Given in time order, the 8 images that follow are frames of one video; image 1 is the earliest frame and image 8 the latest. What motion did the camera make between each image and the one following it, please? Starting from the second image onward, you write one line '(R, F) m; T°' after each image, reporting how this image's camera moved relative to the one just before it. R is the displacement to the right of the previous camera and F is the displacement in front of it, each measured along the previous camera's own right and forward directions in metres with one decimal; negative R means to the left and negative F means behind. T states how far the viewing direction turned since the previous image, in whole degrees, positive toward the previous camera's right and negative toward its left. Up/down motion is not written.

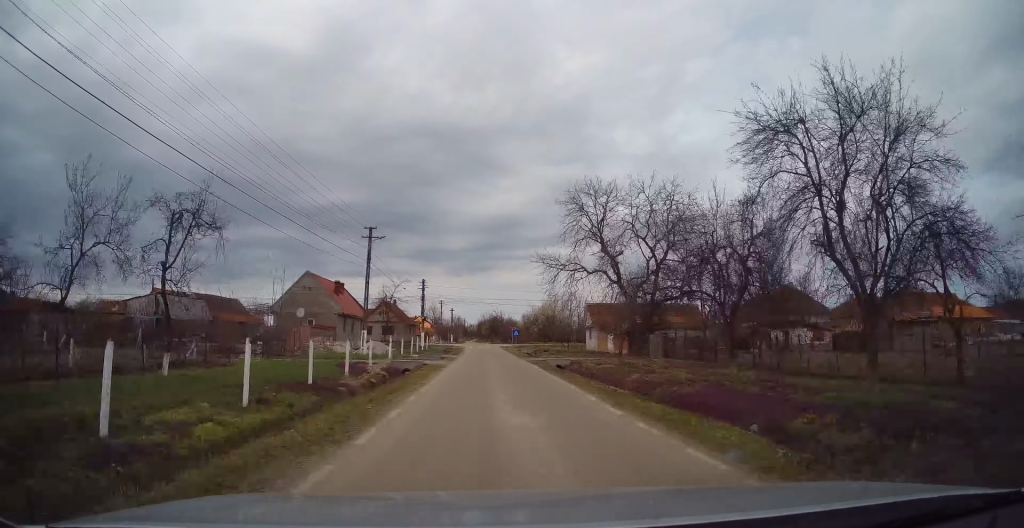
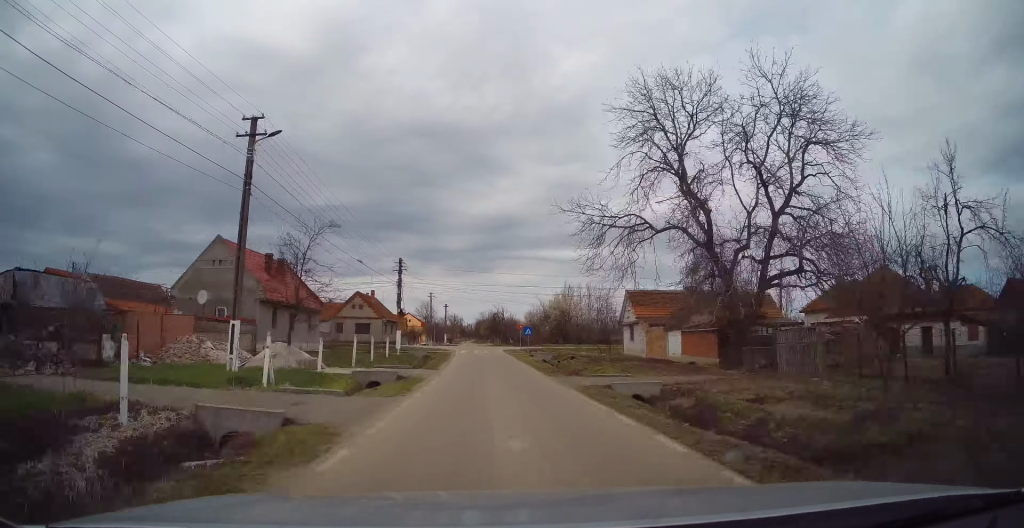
(0.0, +18.3) m; -1°
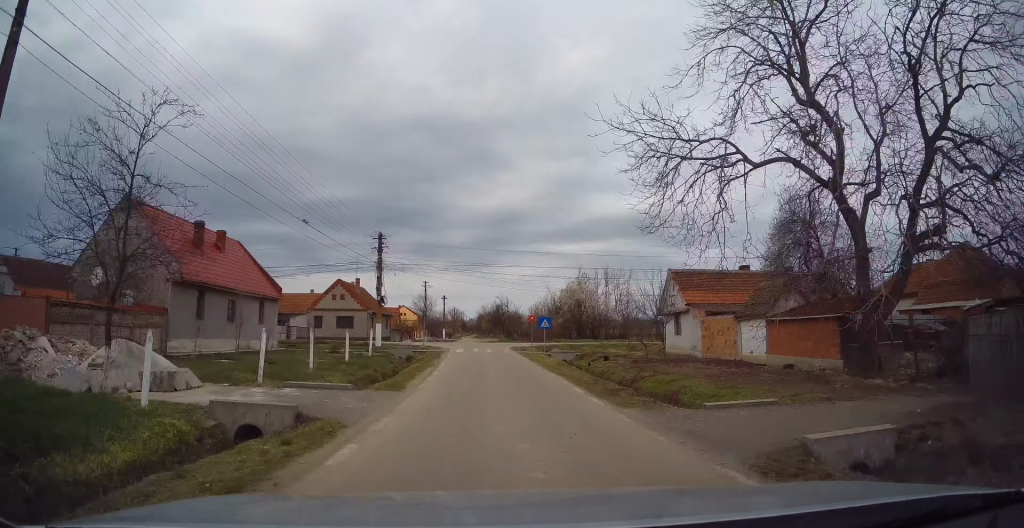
(-0.1, +9.8) m; 0°
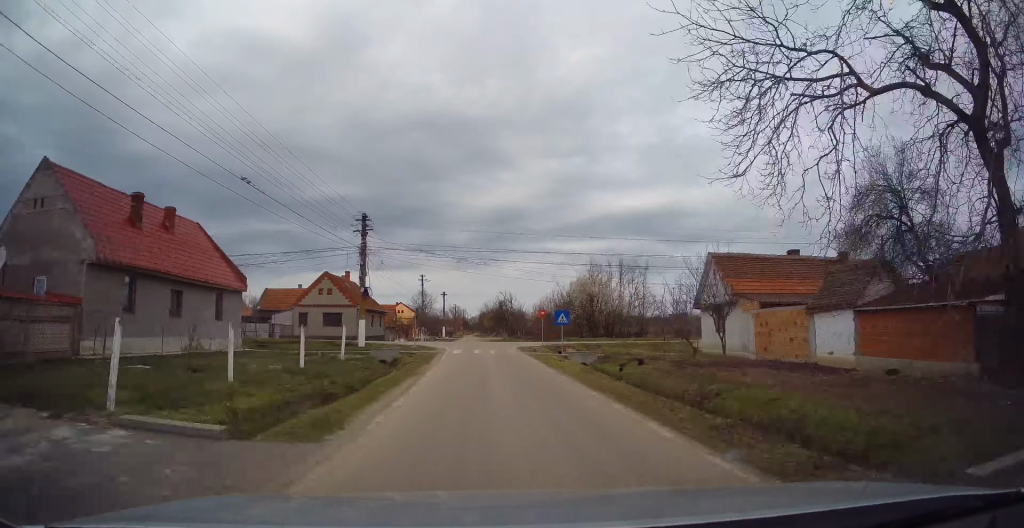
(-0.1, +6.0) m; 0°
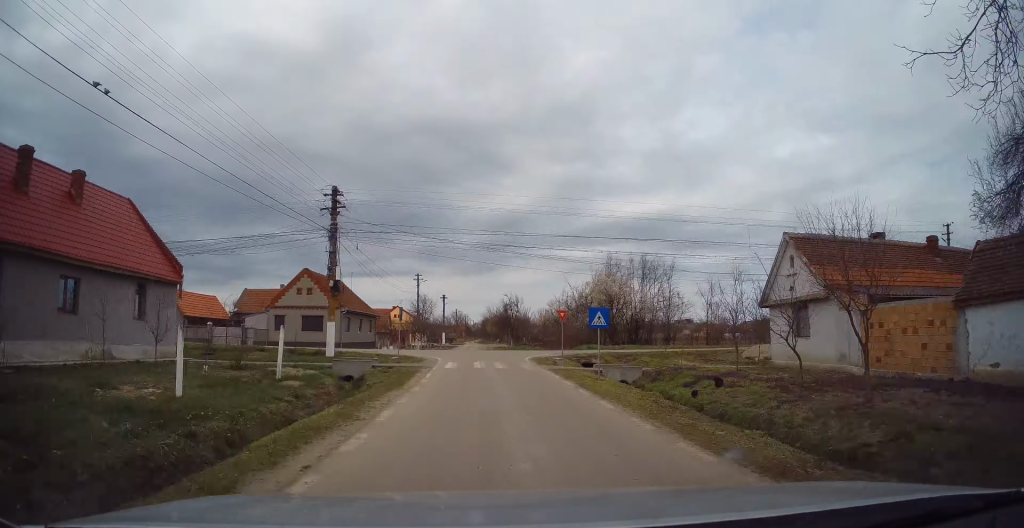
(+0.1, +7.1) m; 0°
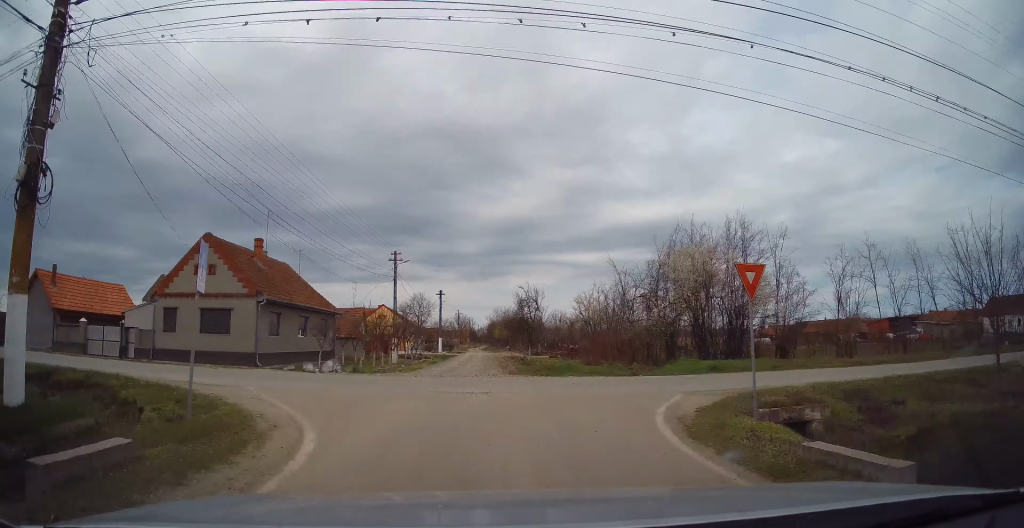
(-0.5, +18.8) m; -2°
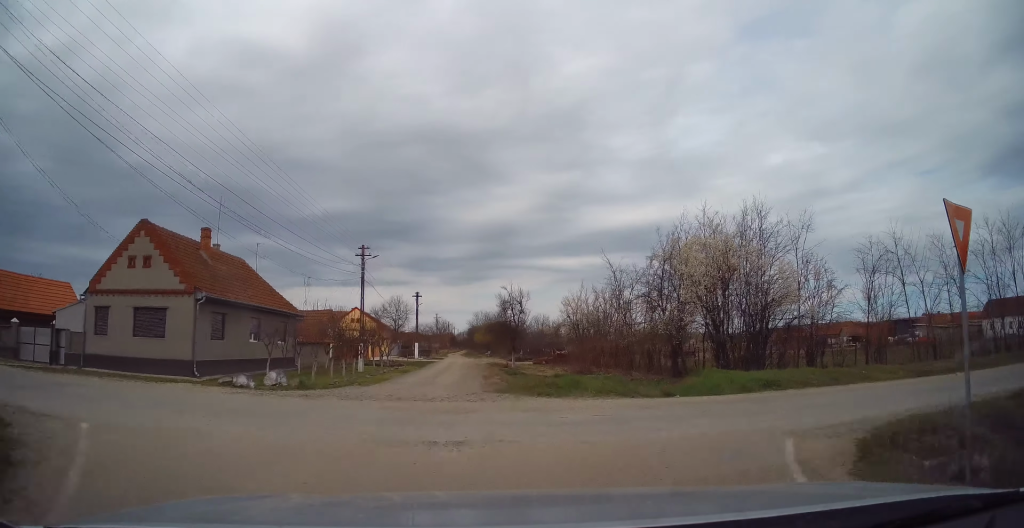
(-0.1, +5.3) m; +3°
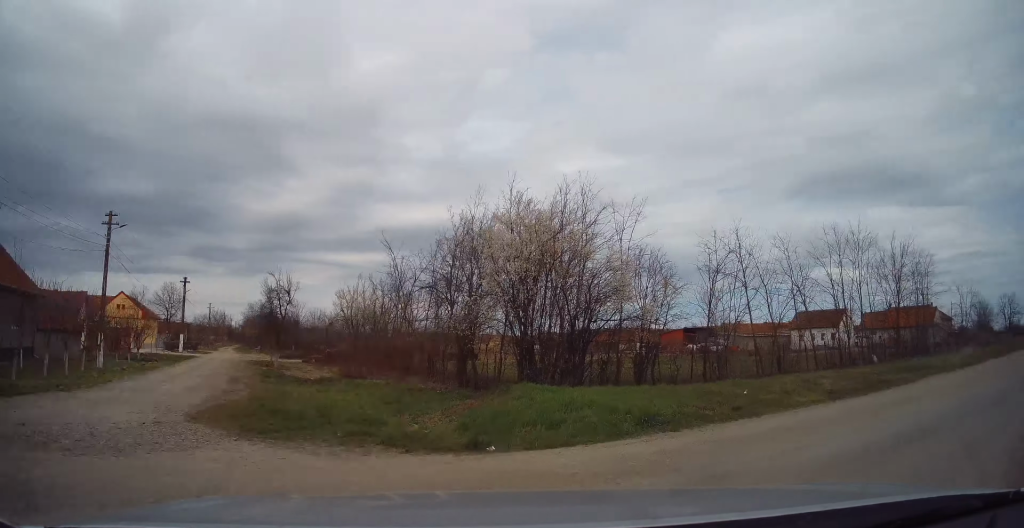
(+1.2, +6.8) m; +27°
